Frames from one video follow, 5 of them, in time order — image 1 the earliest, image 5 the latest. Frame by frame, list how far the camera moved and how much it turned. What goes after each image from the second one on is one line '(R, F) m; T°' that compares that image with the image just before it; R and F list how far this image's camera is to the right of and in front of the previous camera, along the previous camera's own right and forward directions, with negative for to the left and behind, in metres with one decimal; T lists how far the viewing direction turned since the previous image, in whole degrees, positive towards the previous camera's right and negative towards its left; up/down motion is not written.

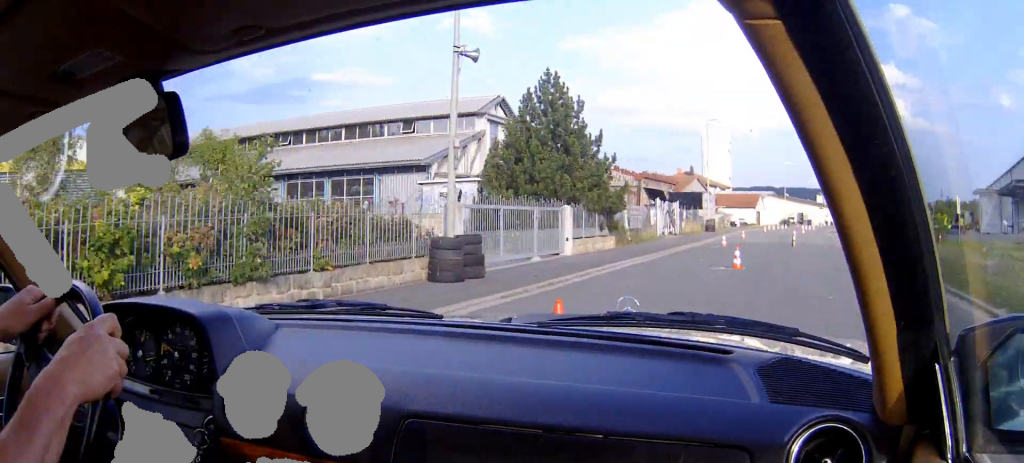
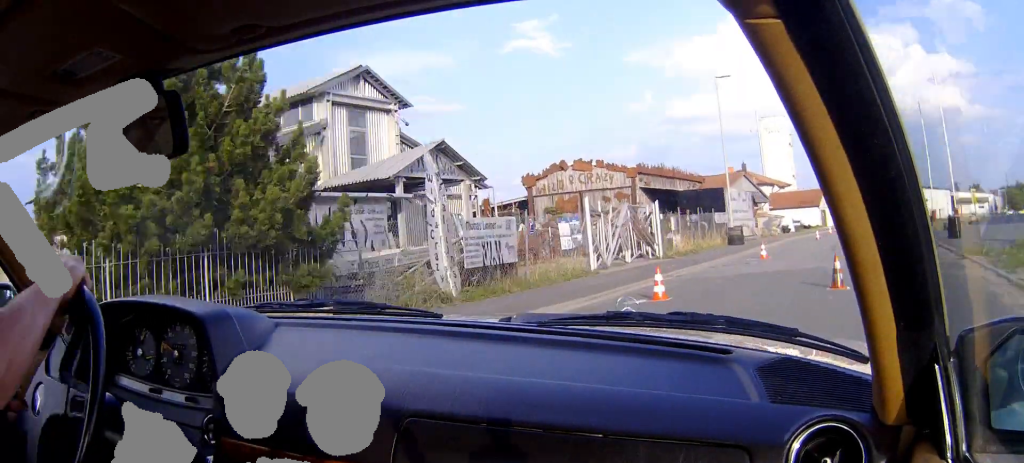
(-0.3, +17.4) m; -1°
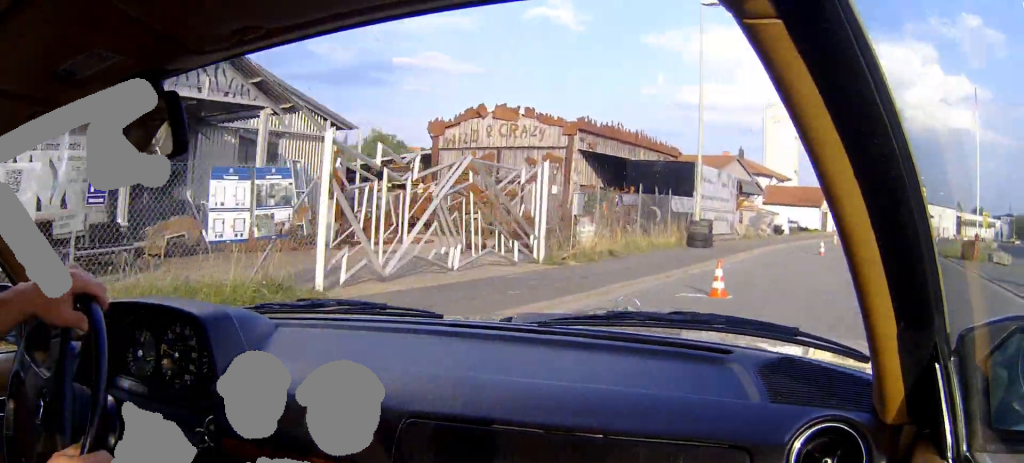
(0.0, +11.6) m; +1°
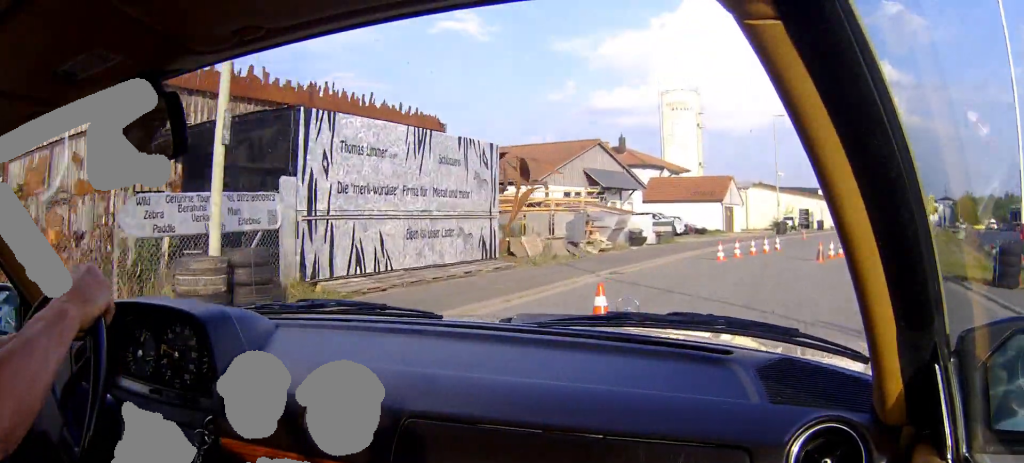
(+0.5, +16.5) m; +3°
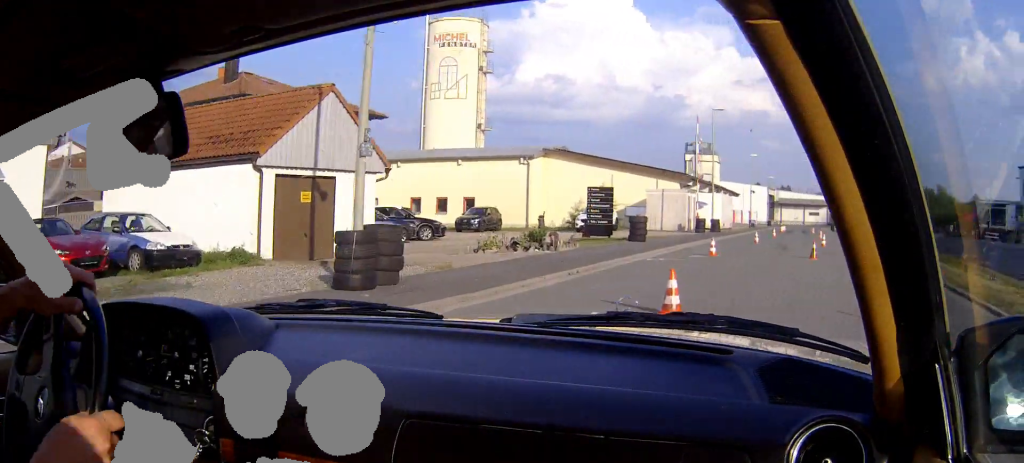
(+2.8, +39.9) m; +9°
